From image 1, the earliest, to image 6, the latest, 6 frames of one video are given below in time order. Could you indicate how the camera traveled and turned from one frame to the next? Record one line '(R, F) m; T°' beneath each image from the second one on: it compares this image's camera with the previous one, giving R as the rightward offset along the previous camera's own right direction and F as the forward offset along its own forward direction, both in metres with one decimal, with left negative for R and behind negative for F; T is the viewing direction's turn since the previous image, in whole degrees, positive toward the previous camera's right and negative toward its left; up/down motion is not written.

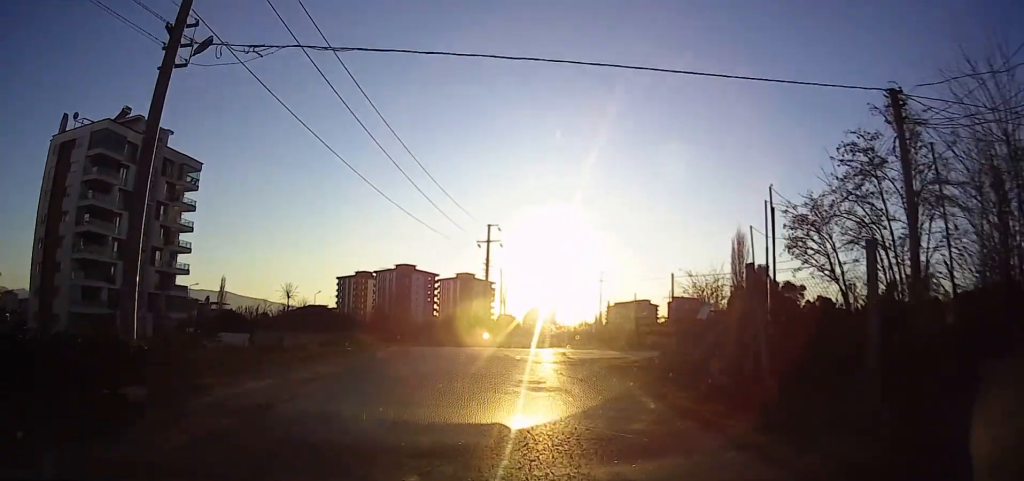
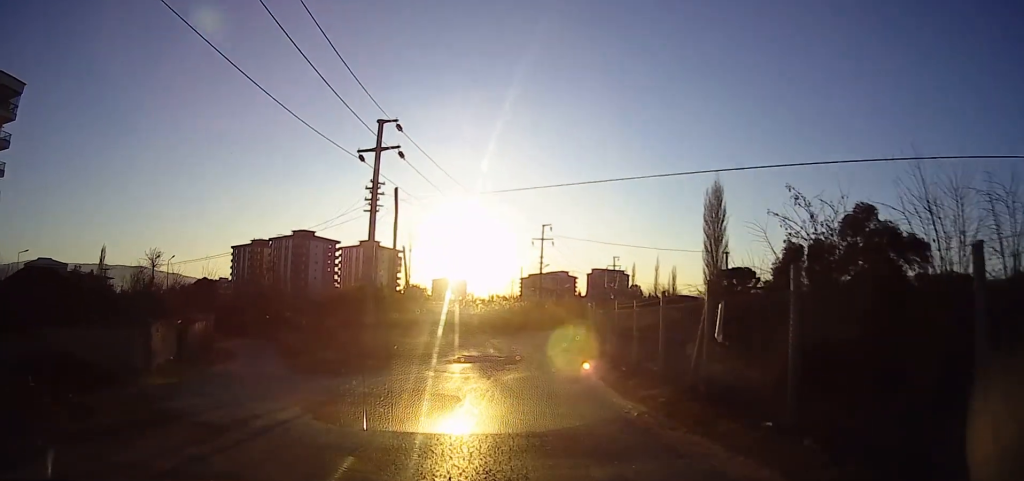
(-1.8, +28.4) m; +6°
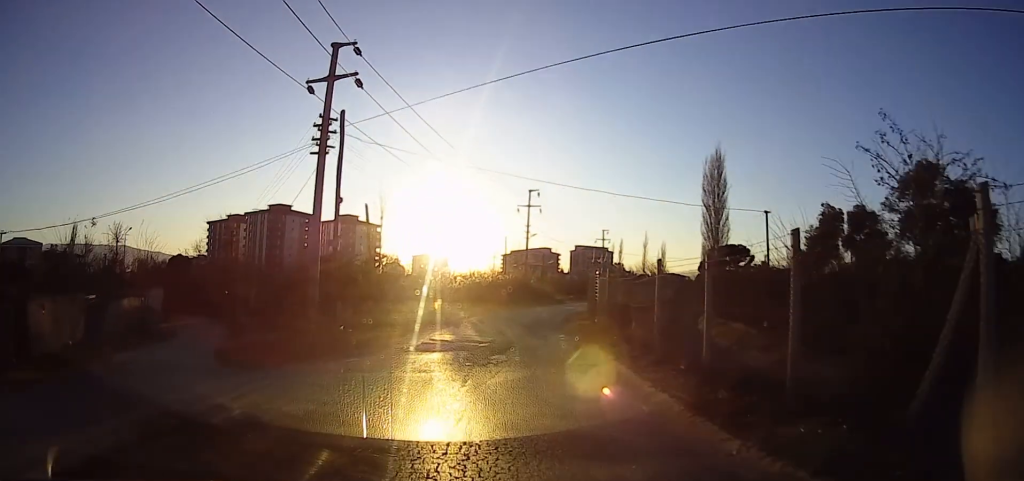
(-0.2, +7.9) m; +2°
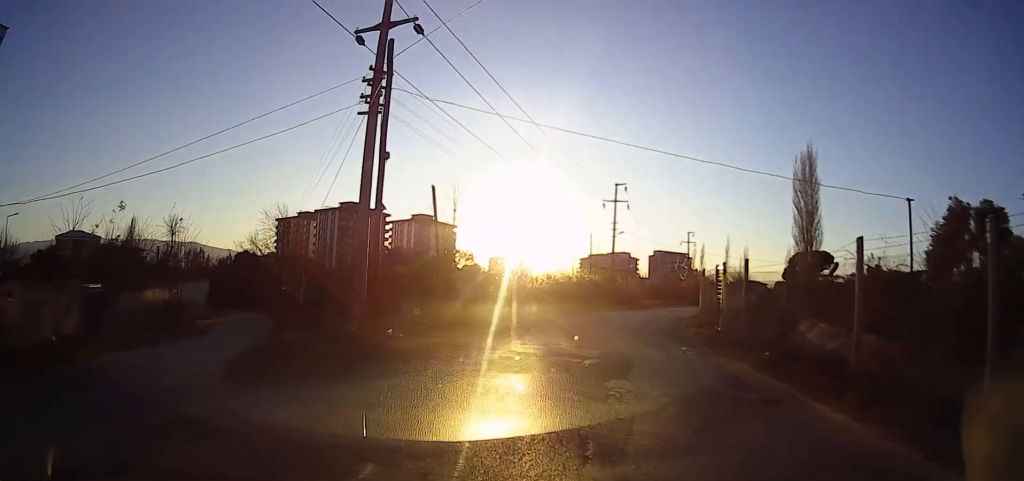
(+0.3, +6.1) m; -9°
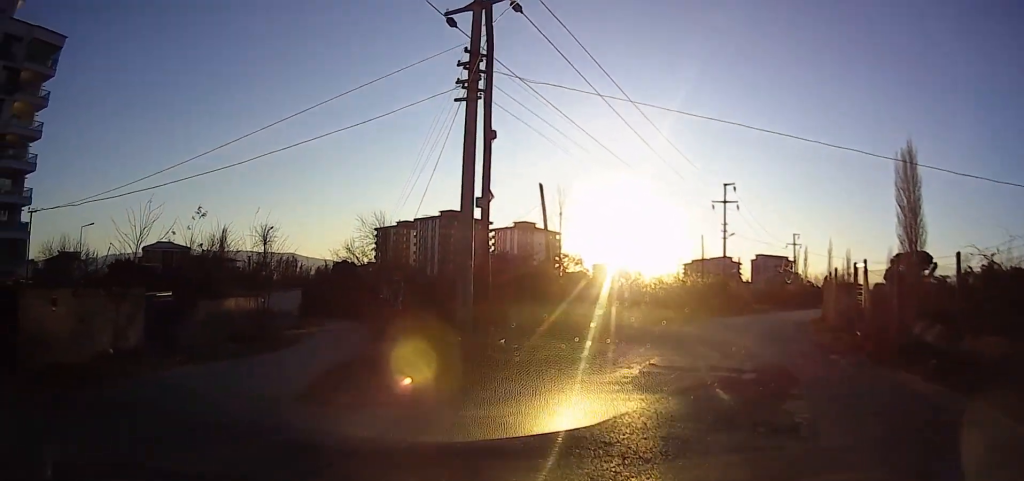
(0.0, +2.4) m; -15°
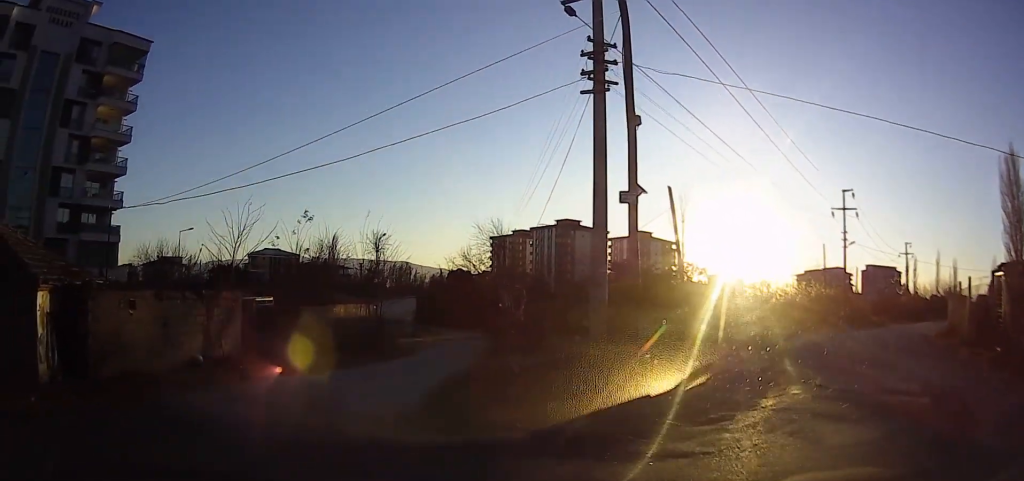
(-0.4, +1.6) m; -10°
